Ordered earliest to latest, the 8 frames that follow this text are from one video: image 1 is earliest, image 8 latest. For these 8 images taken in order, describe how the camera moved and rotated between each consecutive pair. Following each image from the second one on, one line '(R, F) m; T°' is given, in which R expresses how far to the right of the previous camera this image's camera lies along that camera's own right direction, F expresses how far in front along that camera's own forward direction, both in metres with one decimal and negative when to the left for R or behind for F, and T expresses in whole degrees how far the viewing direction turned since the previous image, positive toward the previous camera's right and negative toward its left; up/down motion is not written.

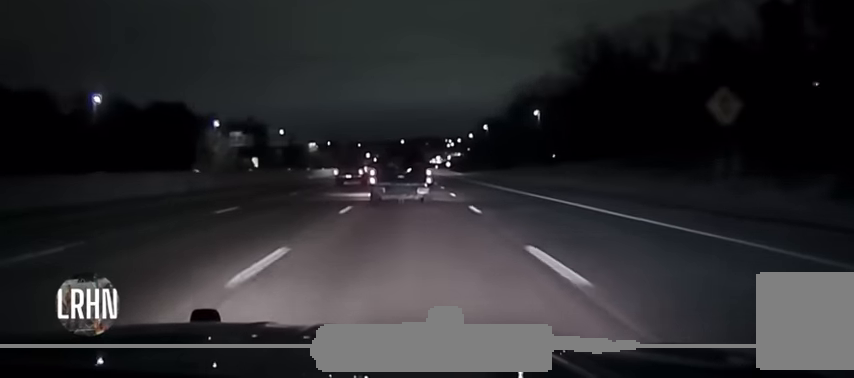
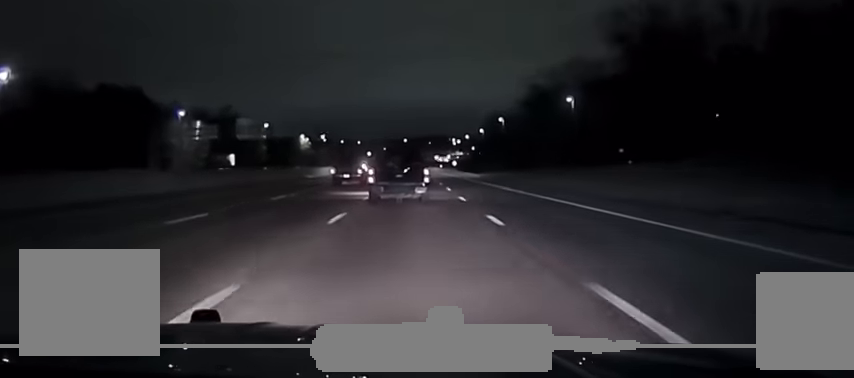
(0.0, +27.2) m; 0°
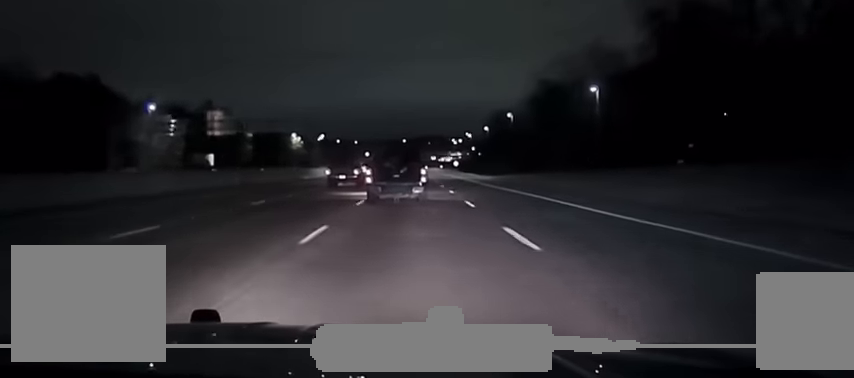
(0.0, +16.8) m; 0°
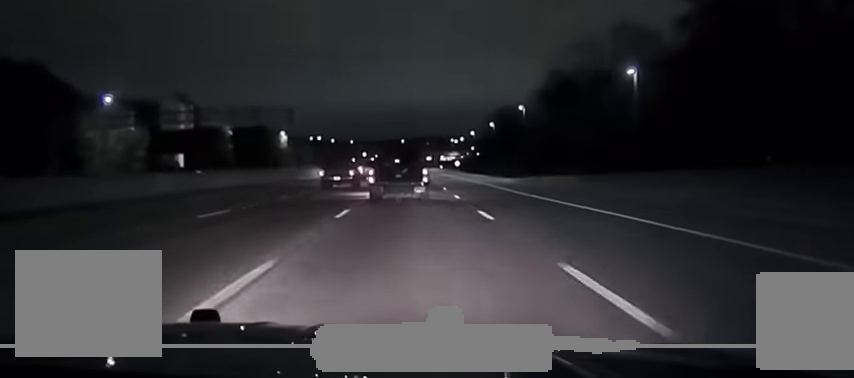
(0.0, +18.0) m; 0°
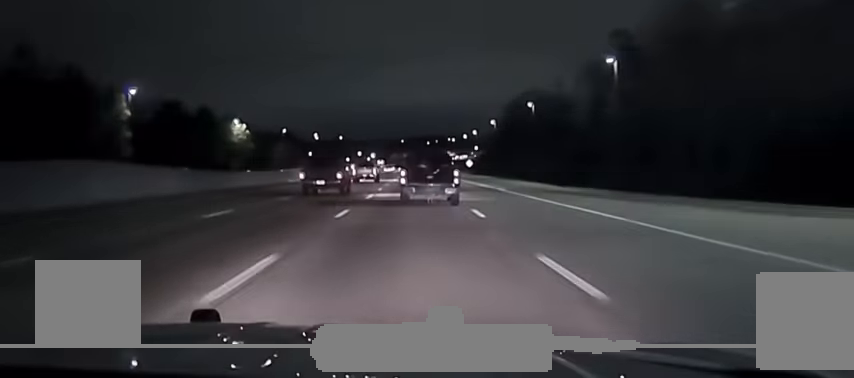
(0.0, +59.1) m; 0°
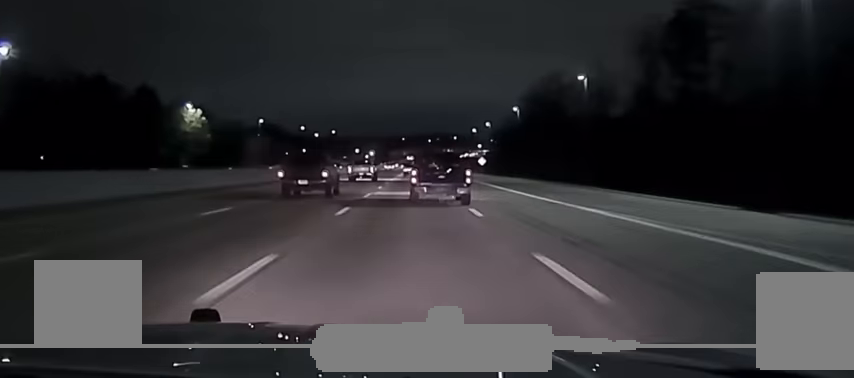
(0.0, +35.2) m; -1°
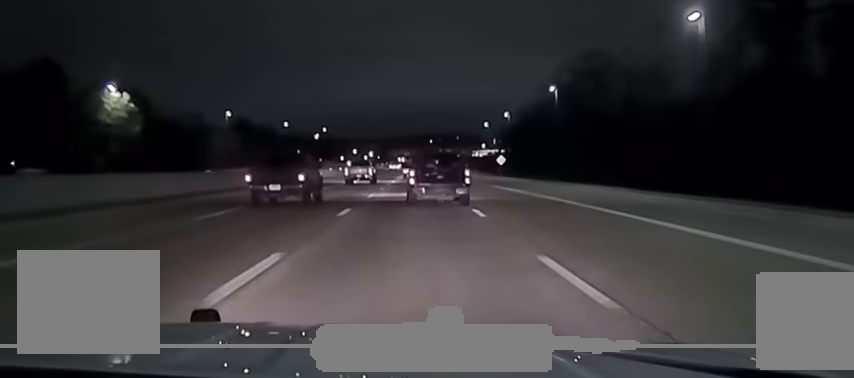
(-0.4, +35.5) m; 0°
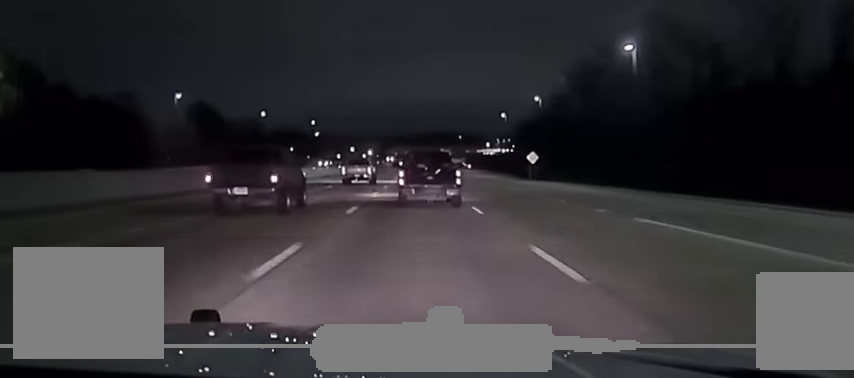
(+0.3, +35.4) m; +1°
